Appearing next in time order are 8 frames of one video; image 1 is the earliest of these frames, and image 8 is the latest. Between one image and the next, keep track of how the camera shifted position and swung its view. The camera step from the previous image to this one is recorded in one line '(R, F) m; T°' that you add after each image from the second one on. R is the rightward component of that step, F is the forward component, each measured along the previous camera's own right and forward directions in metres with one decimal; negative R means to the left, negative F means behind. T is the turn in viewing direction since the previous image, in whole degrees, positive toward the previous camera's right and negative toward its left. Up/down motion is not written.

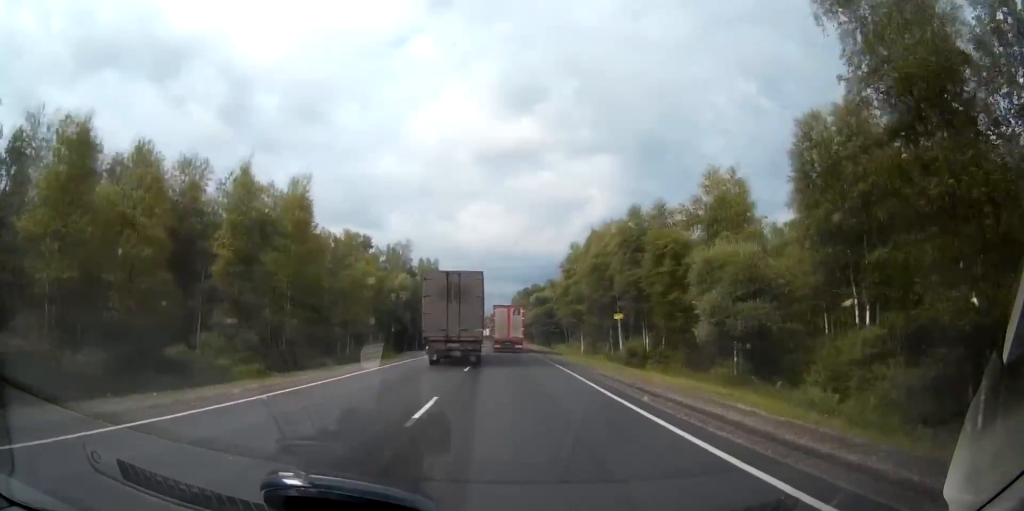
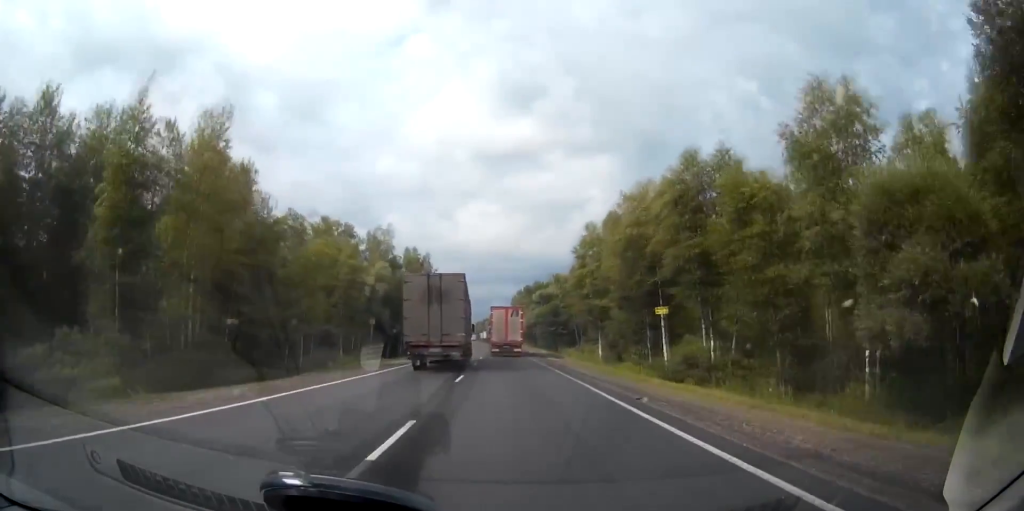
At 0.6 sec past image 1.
(0.0, +14.5) m; 0°
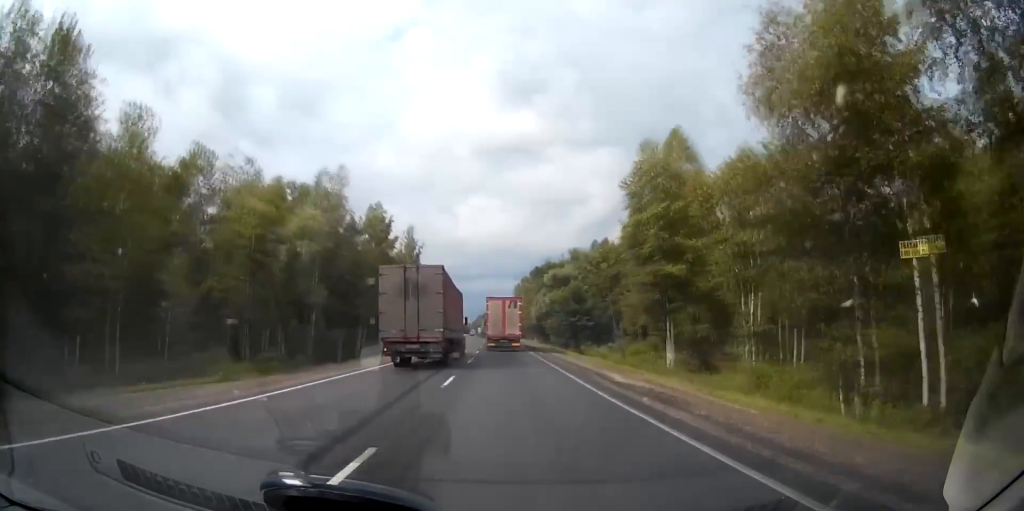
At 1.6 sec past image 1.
(-0.1, +26.1) m; 0°
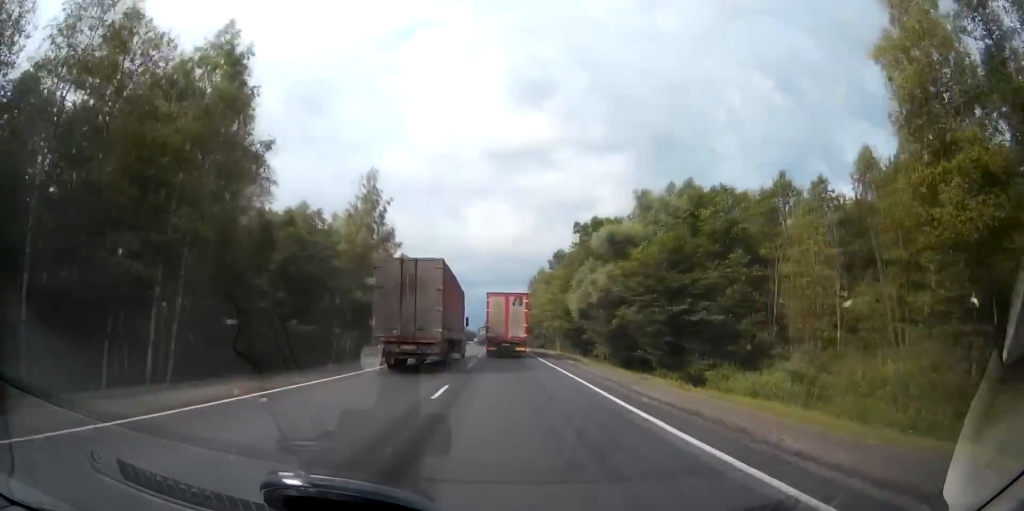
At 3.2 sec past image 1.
(-0.1, +39.7) m; 0°
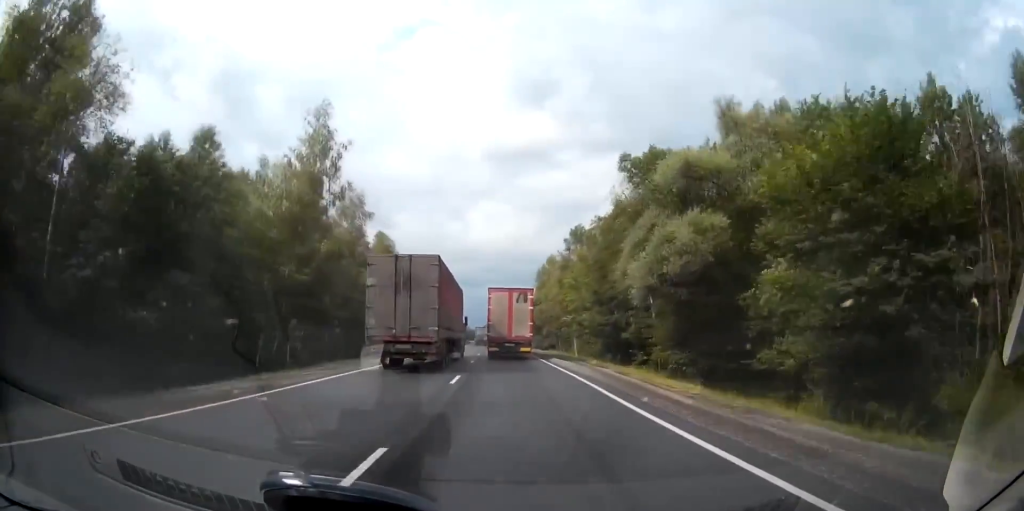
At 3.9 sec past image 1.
(0.0, +19.7) m; 0°
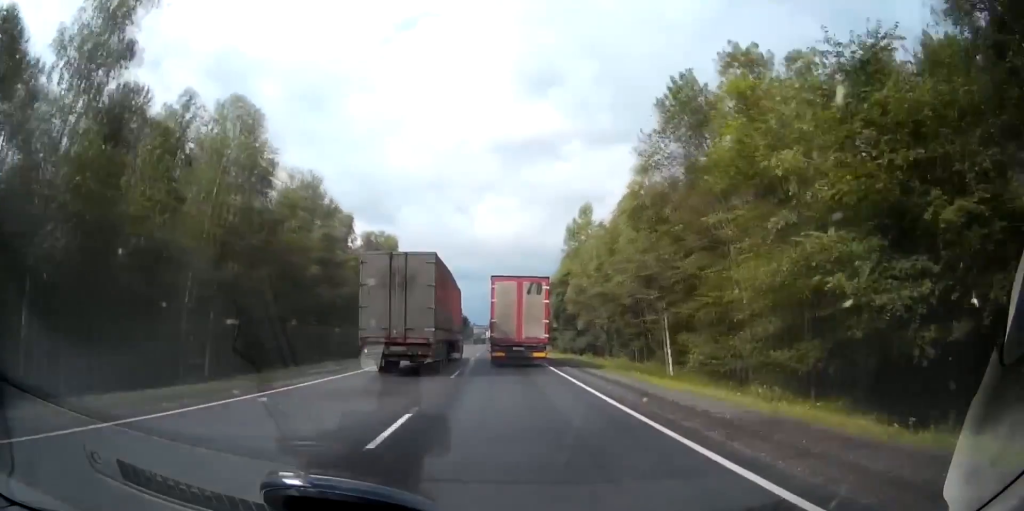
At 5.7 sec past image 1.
(-0.4, +45.5) m; -1°
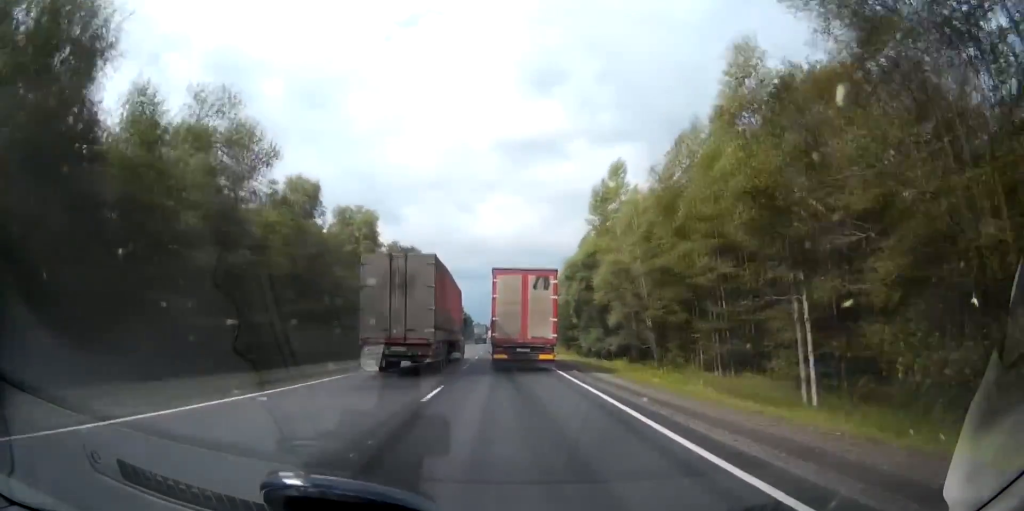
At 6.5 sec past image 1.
(0.0, +18.6) m; 0°
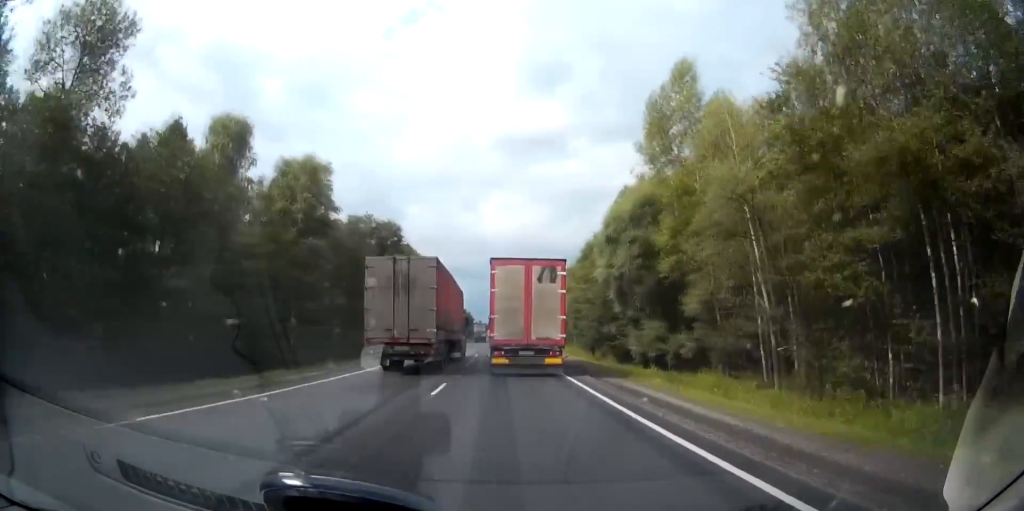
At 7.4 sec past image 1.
(-0.1, +23.4) m; -1°
